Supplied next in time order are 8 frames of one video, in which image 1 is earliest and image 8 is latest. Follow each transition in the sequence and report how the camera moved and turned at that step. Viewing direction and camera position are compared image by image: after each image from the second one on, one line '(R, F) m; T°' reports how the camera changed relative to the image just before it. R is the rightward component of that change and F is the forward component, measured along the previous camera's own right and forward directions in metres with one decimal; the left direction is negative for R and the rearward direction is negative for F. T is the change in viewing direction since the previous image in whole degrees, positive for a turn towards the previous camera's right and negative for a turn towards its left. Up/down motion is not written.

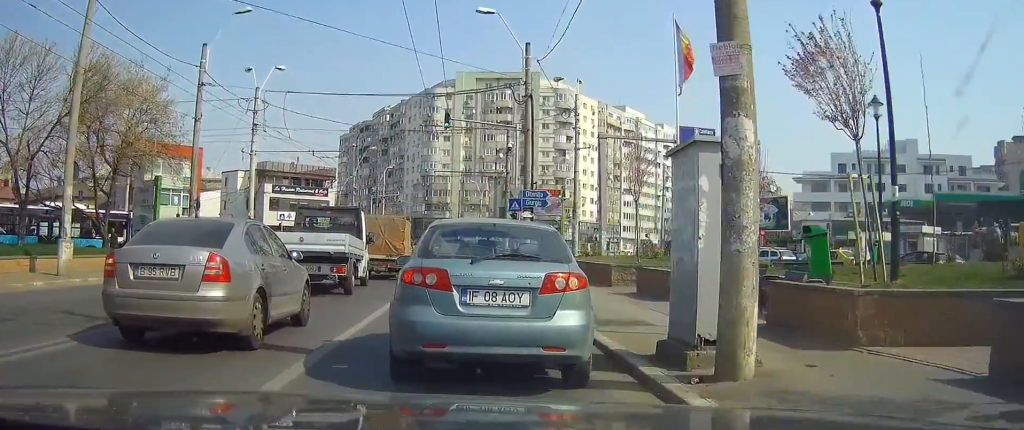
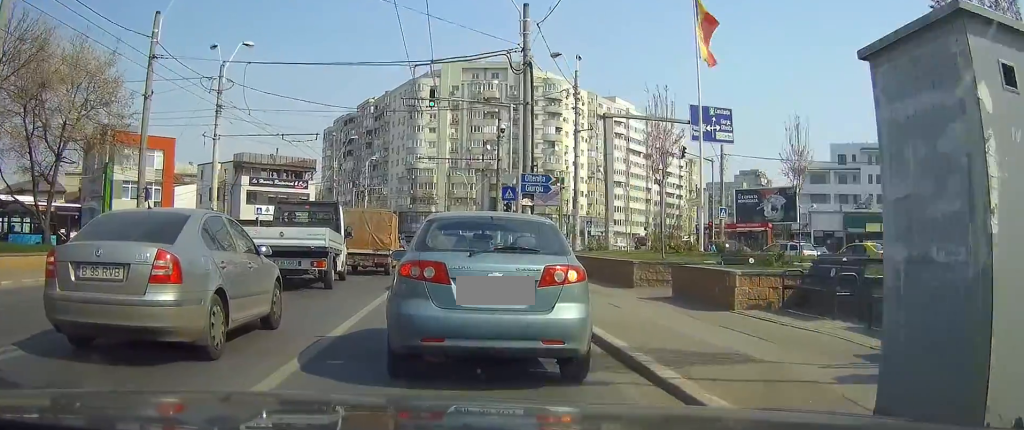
(0.0, +4.4) m; -1°
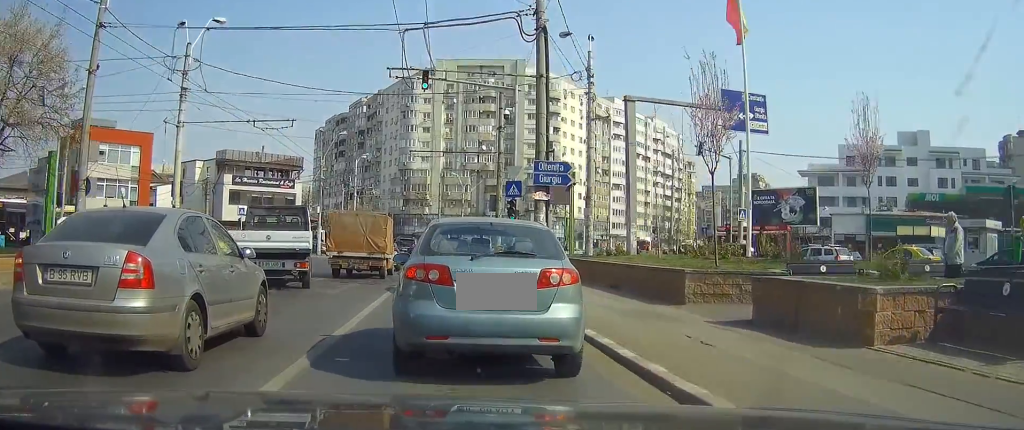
(-0.1, +5.1) m; -3°
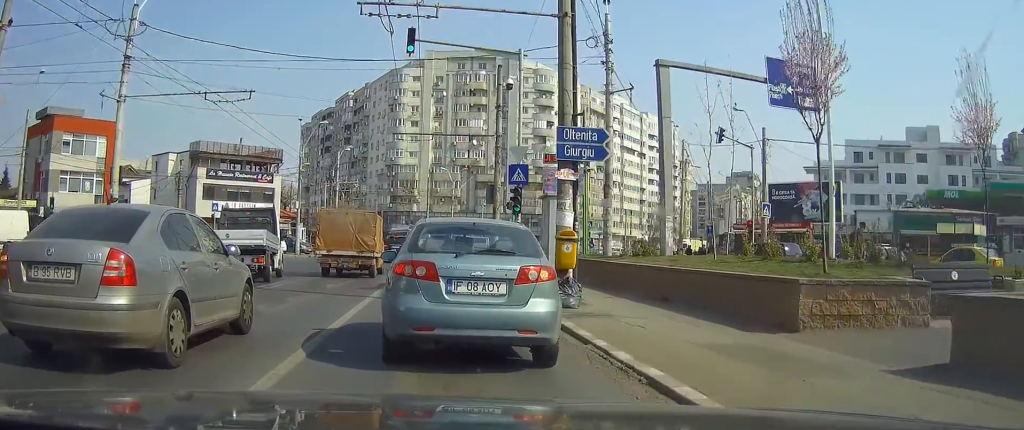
(-0.1, +6.0) m; -5°
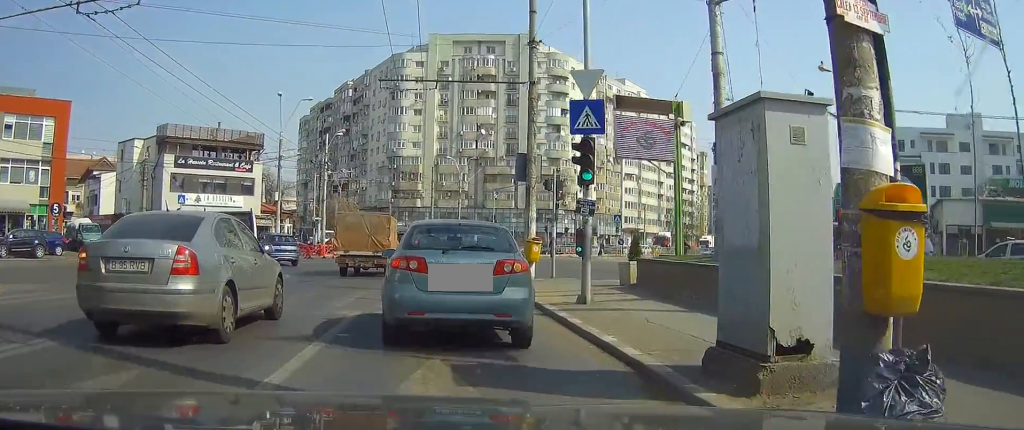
(-0.5, +11.1) m; -1°
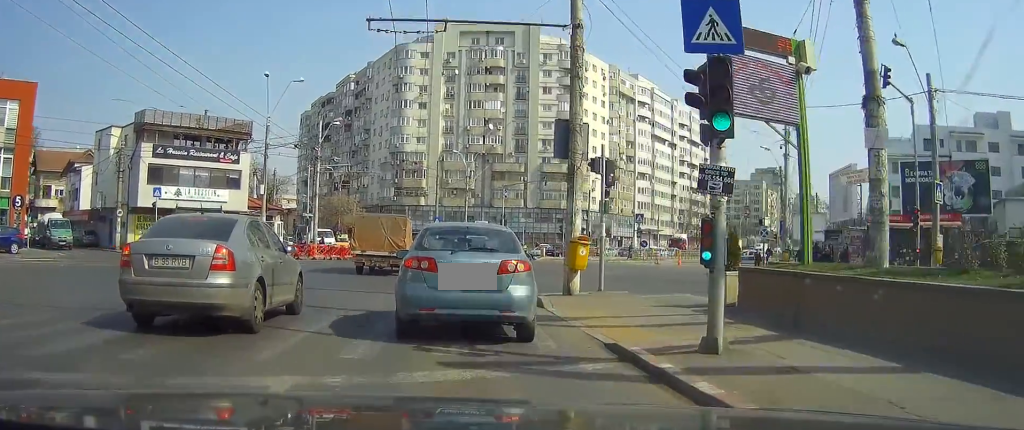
(+0.1, +6.1) m; -2°
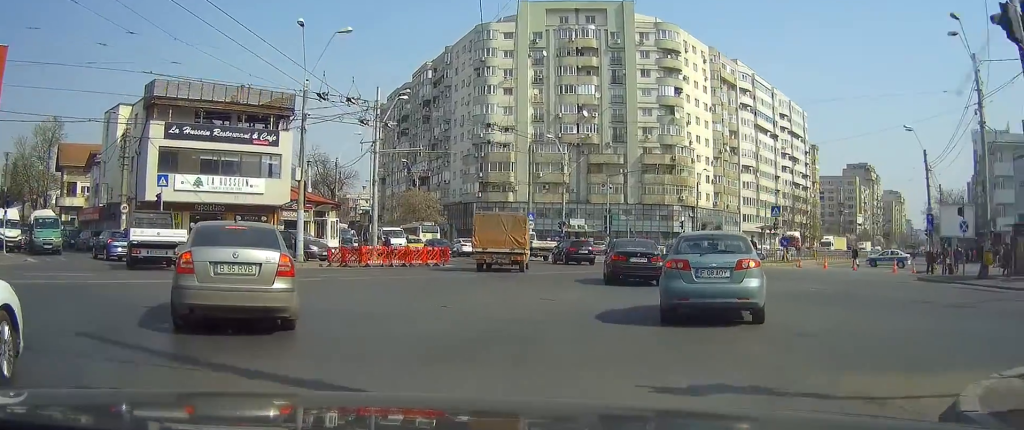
(-0.8, +12.8) m; -7°
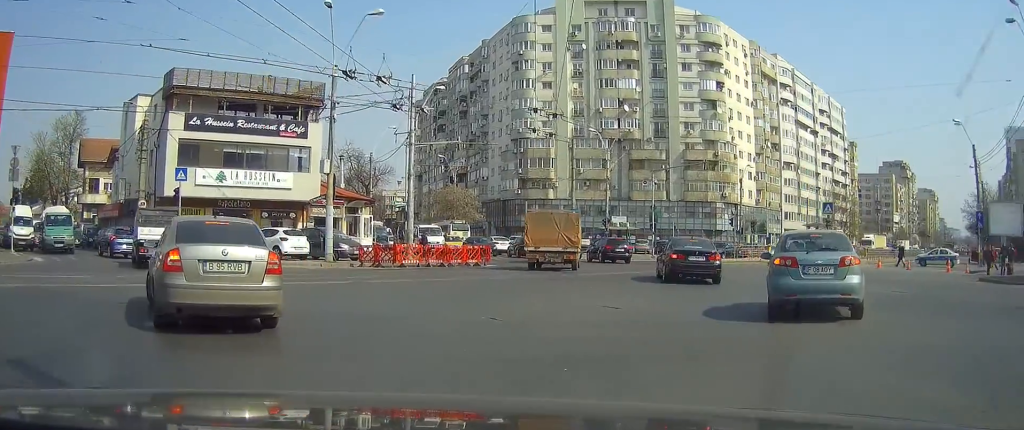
(0.0, +2.4) m; -4°
